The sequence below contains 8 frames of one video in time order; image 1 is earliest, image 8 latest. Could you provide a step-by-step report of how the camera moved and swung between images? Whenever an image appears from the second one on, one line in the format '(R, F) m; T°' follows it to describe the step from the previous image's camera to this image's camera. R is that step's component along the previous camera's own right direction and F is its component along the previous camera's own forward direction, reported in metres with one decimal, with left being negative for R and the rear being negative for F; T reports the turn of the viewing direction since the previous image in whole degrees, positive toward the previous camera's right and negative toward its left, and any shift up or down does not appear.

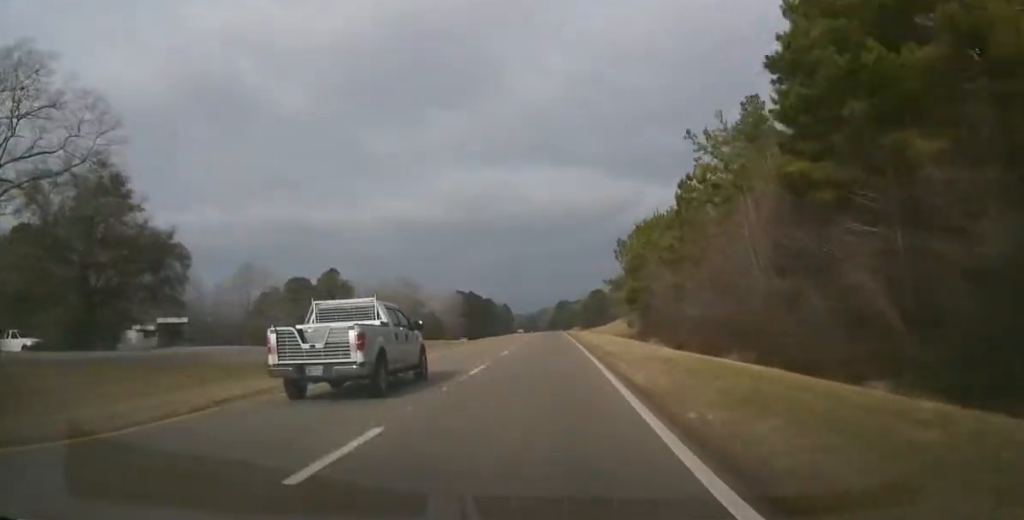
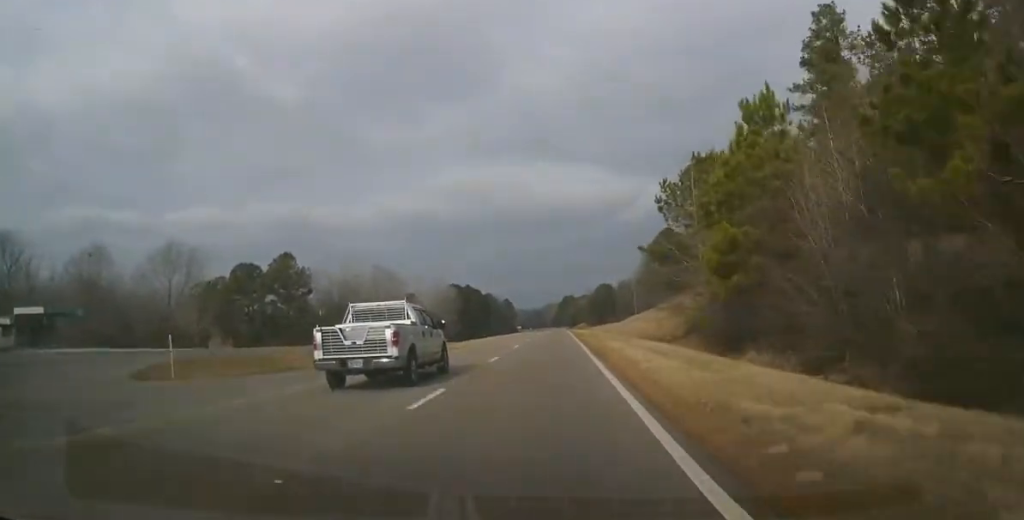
(+0.7, +31.1) m; 0°
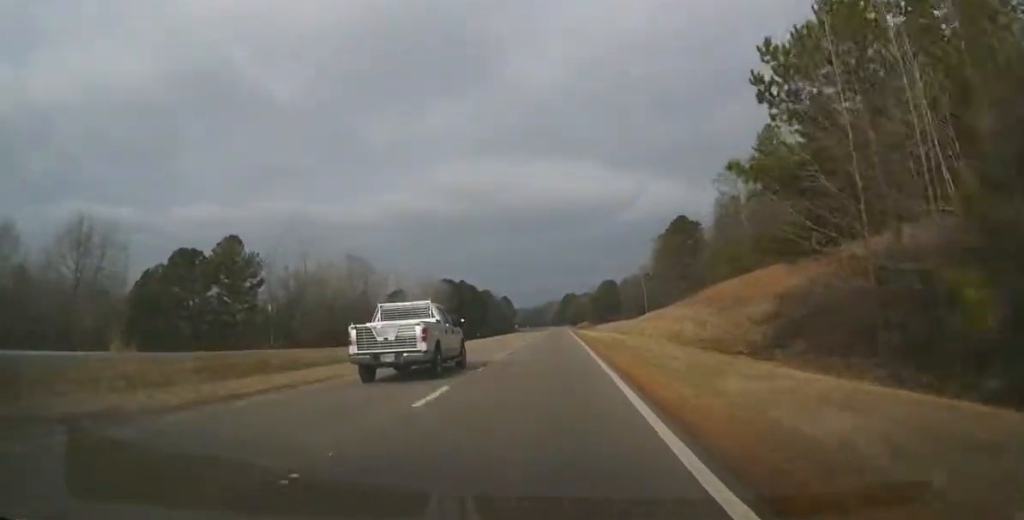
(-0.5, +24.1) m; -1°
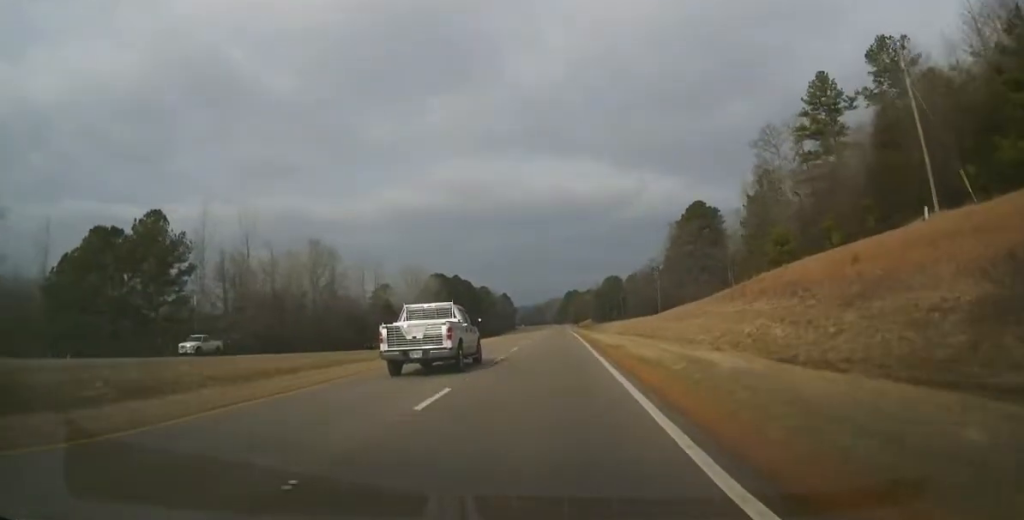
(0.0, +24.1) m; 0°
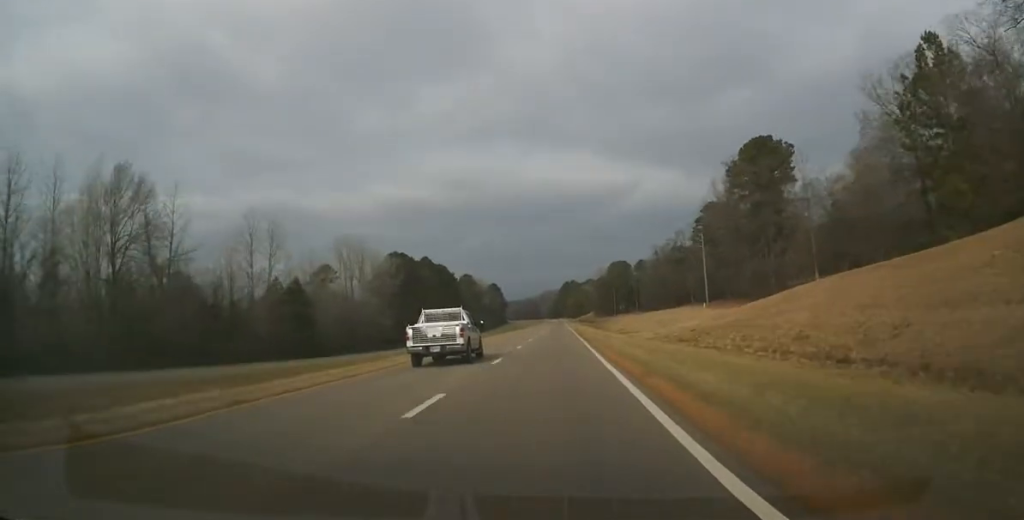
(+0.5, +61.2) m; 0°
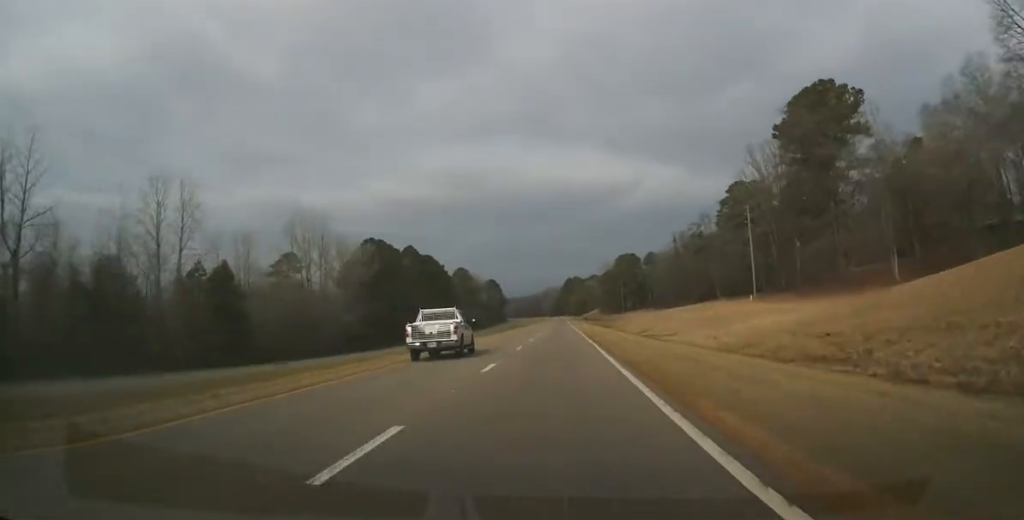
(-0.1, +28.1) m; 0°
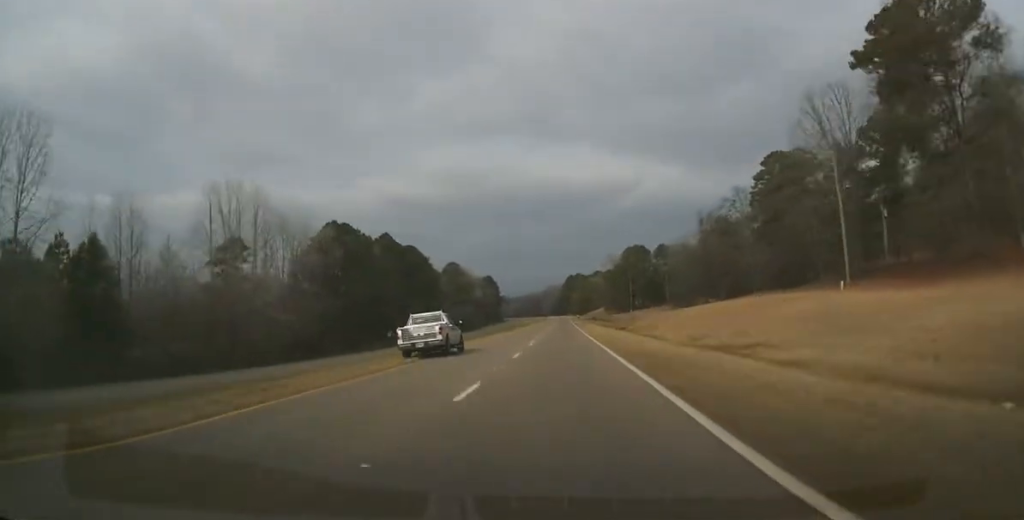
(0.0, +30.1) m; 0°
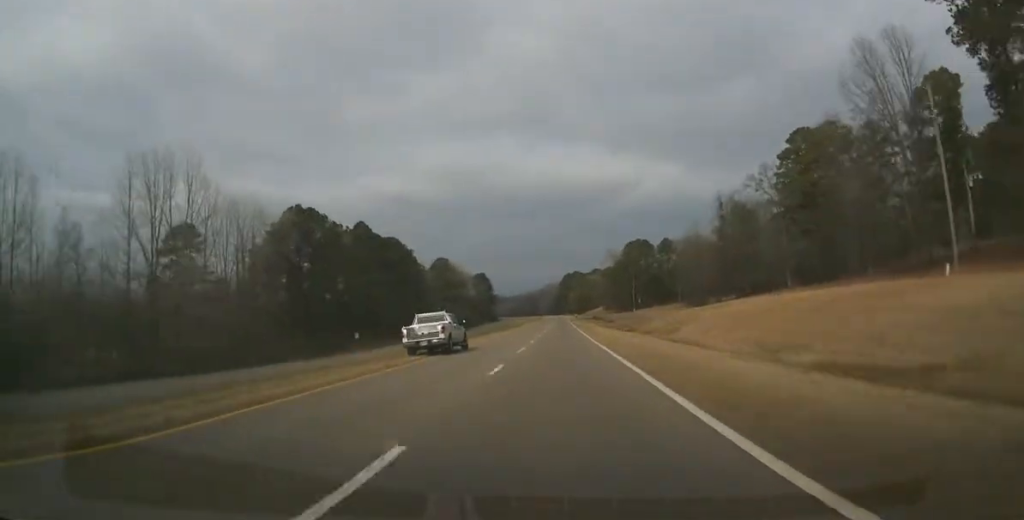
(0.0, +19.0) m; 0°
